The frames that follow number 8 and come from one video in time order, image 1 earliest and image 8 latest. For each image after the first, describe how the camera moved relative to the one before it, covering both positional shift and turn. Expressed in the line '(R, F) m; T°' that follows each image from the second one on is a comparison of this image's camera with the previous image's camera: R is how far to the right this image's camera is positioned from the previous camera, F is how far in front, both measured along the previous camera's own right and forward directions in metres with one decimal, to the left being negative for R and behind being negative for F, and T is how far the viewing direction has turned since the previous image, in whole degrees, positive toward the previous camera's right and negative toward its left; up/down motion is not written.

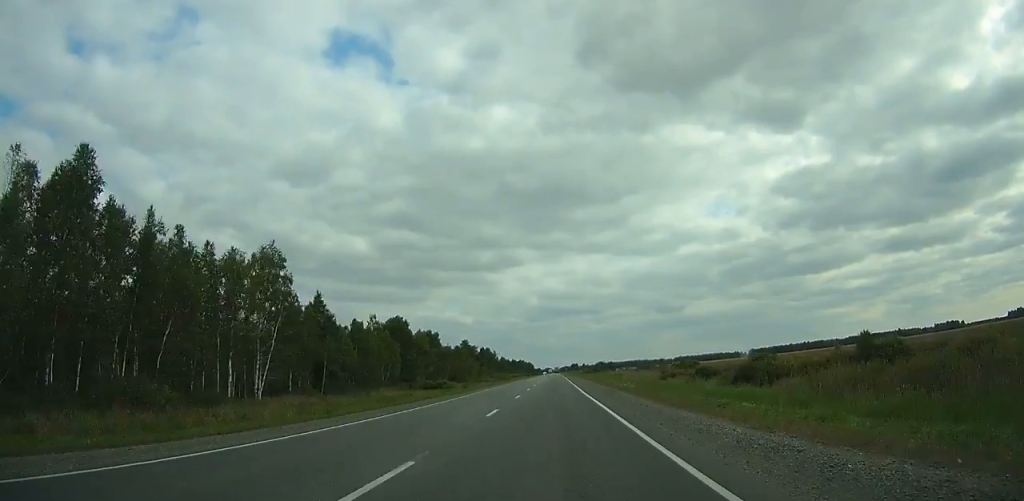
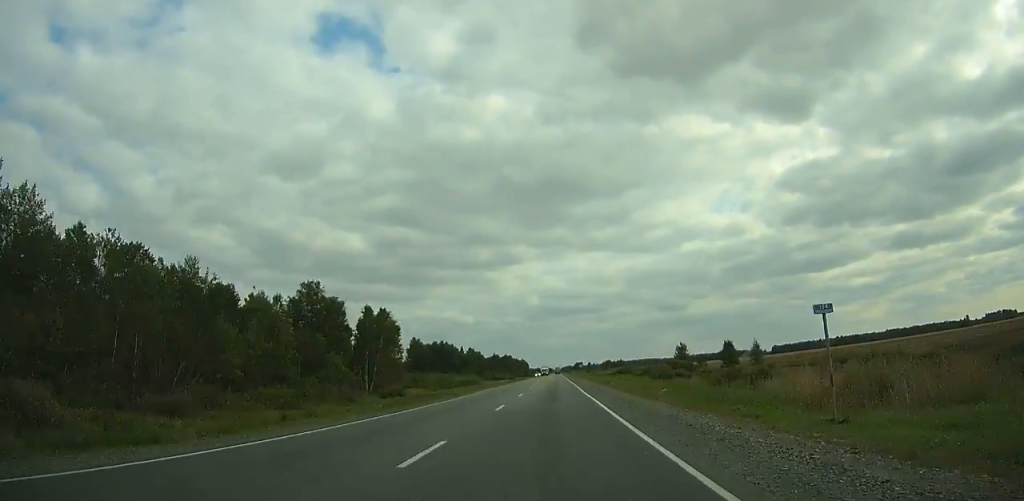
(0.0, +151.5) m; 0°
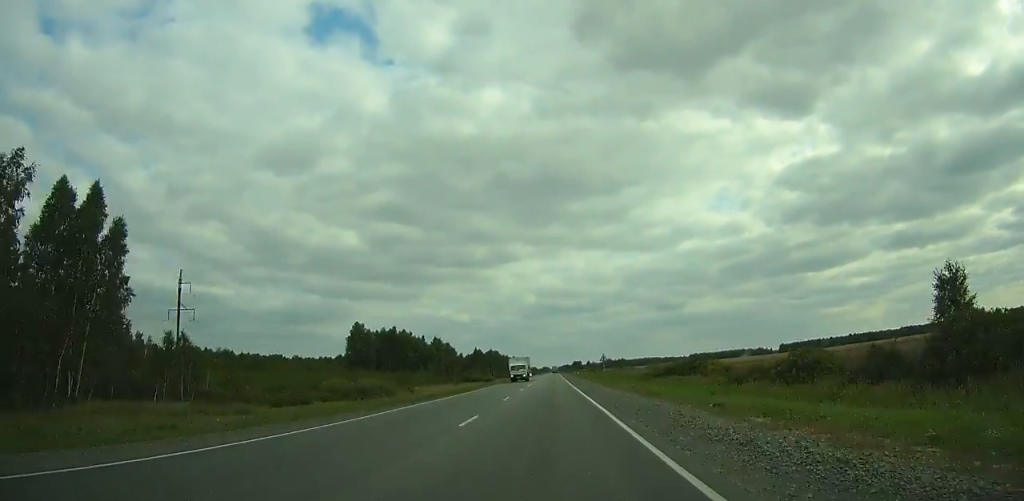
(+0.1, +66.1) m; 0°
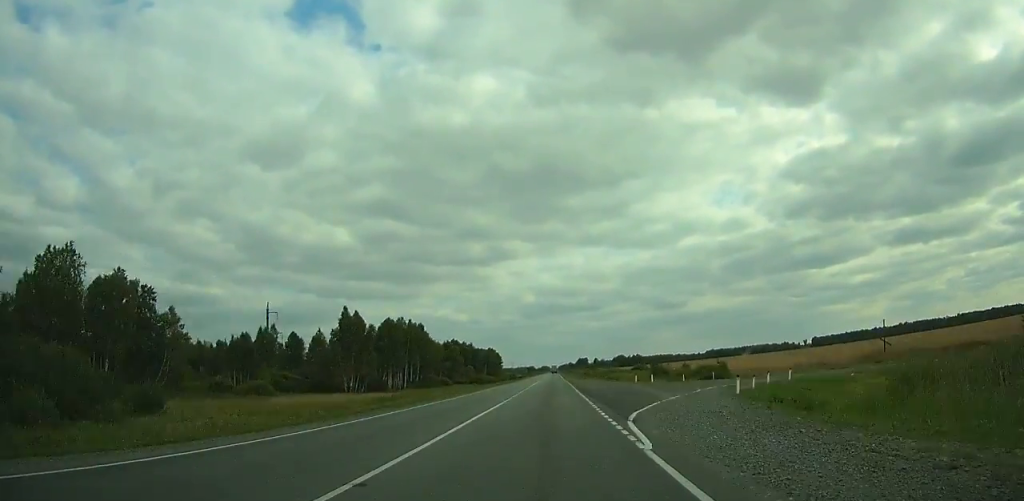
(+0.2, +171.8) m; 0°
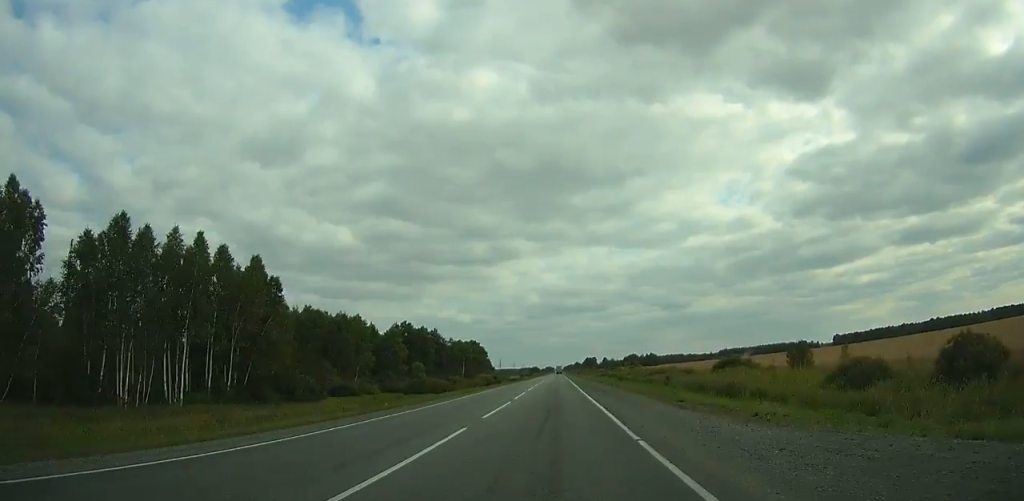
(-0.1, +74.6) m; 0°
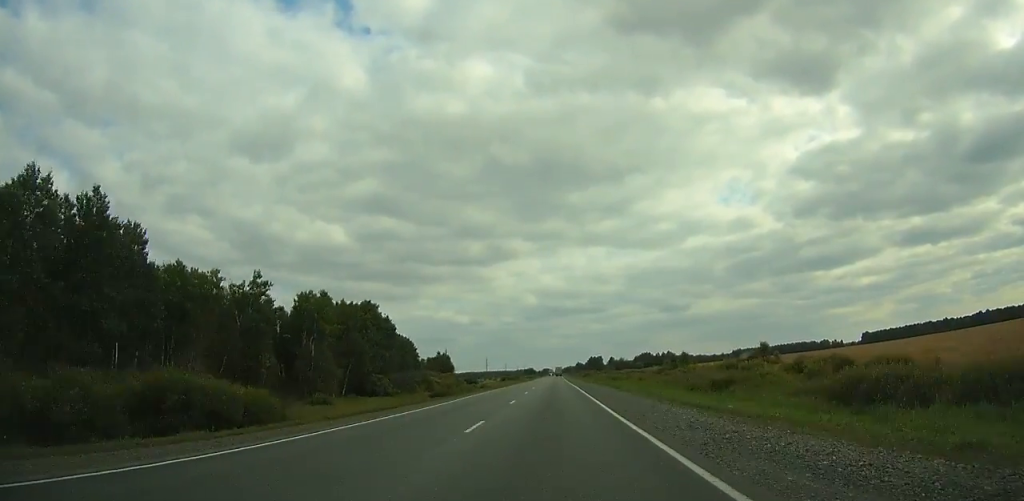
(-0.2, +117.8) m; 0°
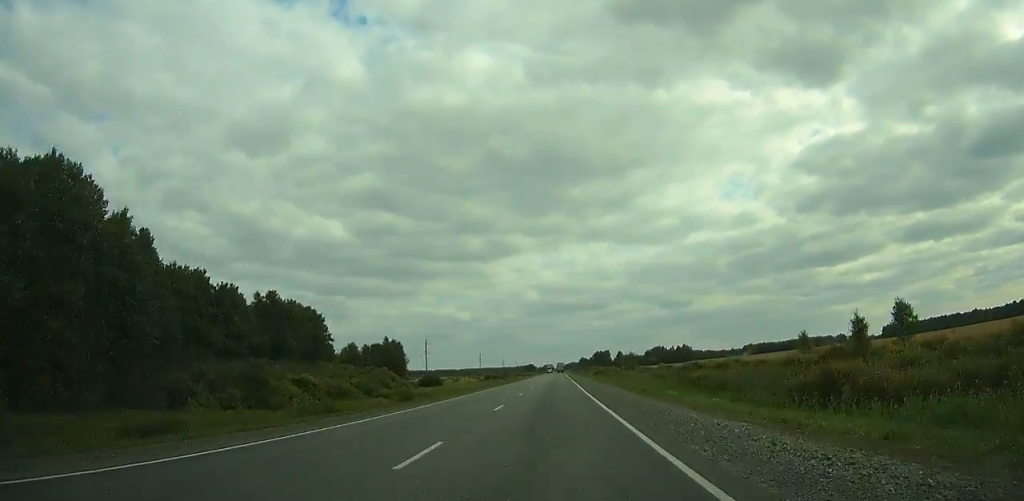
(+0.1, +64.8) m; 0°
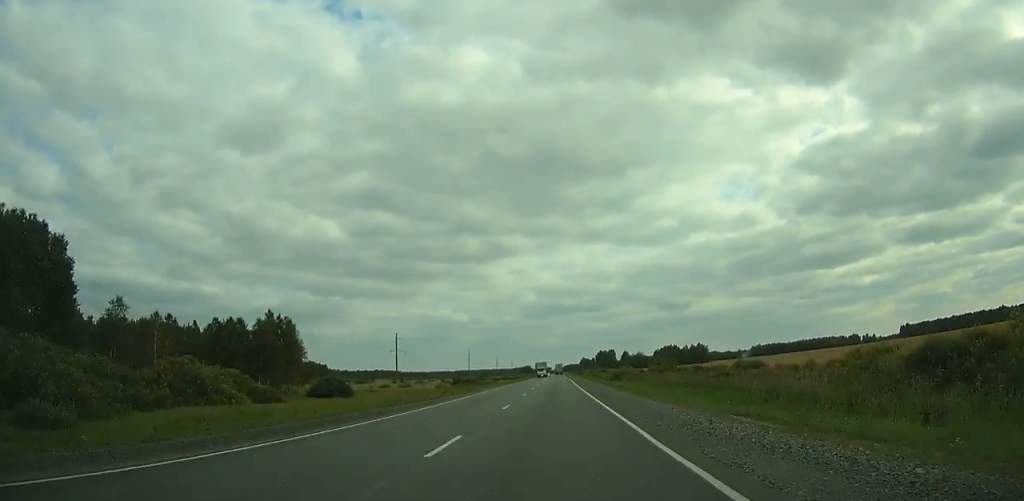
(+0.2, +58.6) m; 0°
